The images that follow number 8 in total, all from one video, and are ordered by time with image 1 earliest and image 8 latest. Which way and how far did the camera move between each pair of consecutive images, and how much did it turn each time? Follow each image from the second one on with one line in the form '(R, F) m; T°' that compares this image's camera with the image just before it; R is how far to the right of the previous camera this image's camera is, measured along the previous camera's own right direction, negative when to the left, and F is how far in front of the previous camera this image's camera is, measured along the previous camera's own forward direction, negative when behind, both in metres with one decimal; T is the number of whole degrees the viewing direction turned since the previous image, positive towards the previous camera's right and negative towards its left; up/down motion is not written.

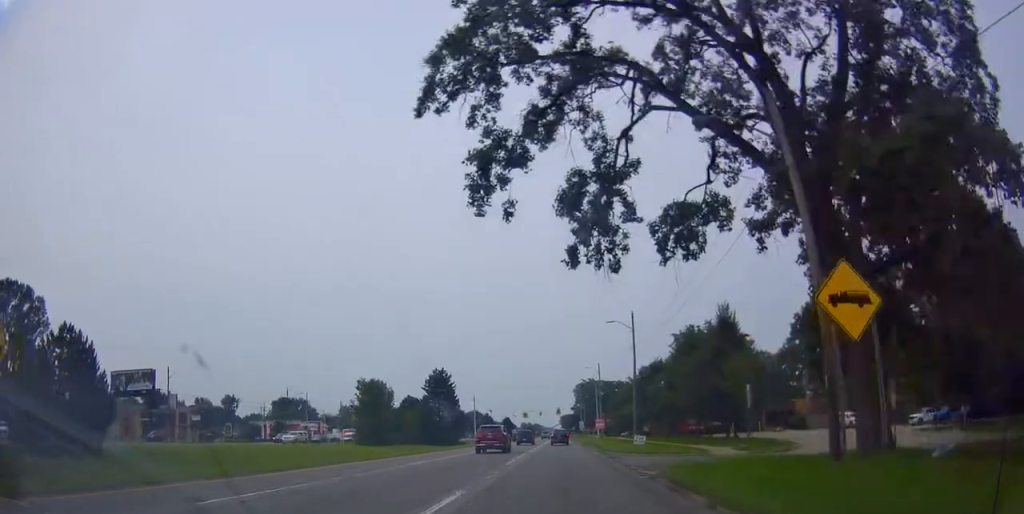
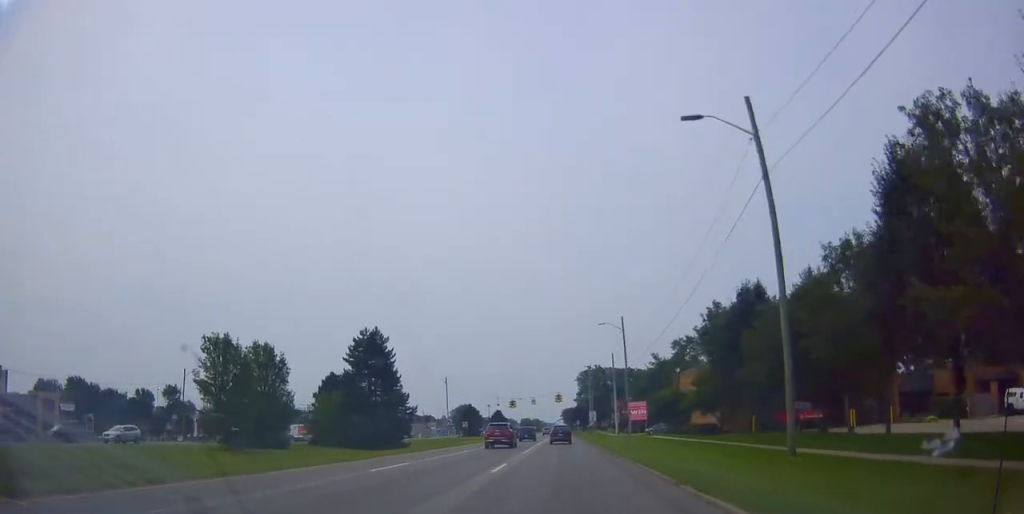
(0.0, +36.6) m; 0°
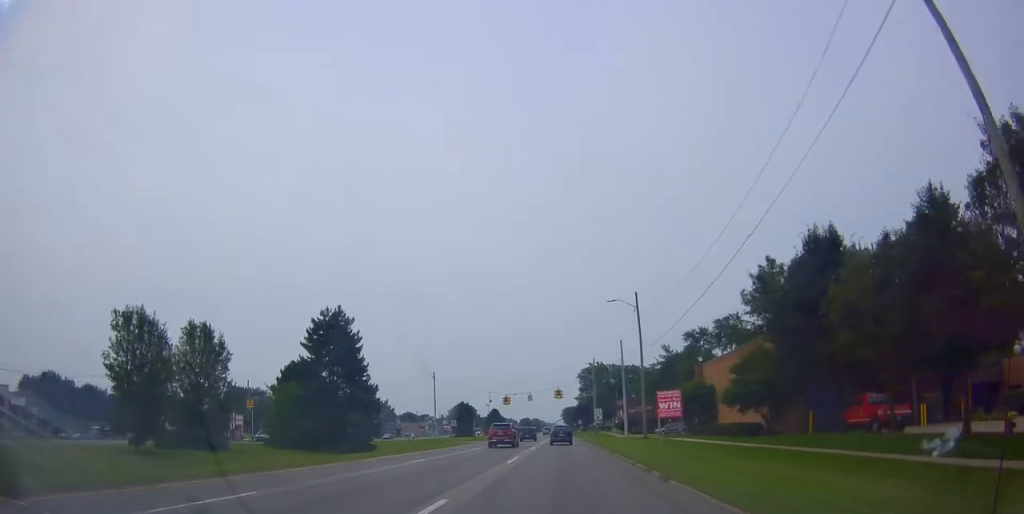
(0.0, +11.3) m; 0°
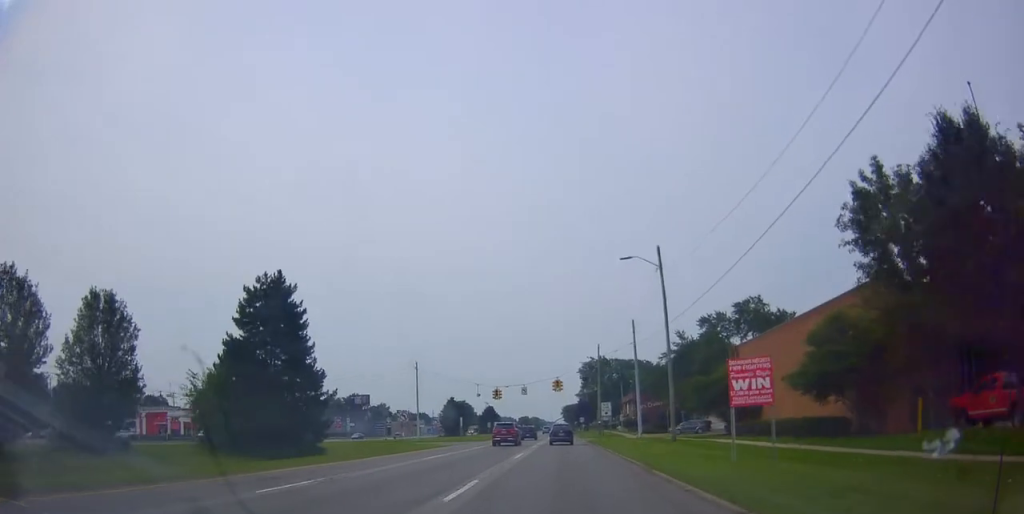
(0.0, +12.6) m; 0°
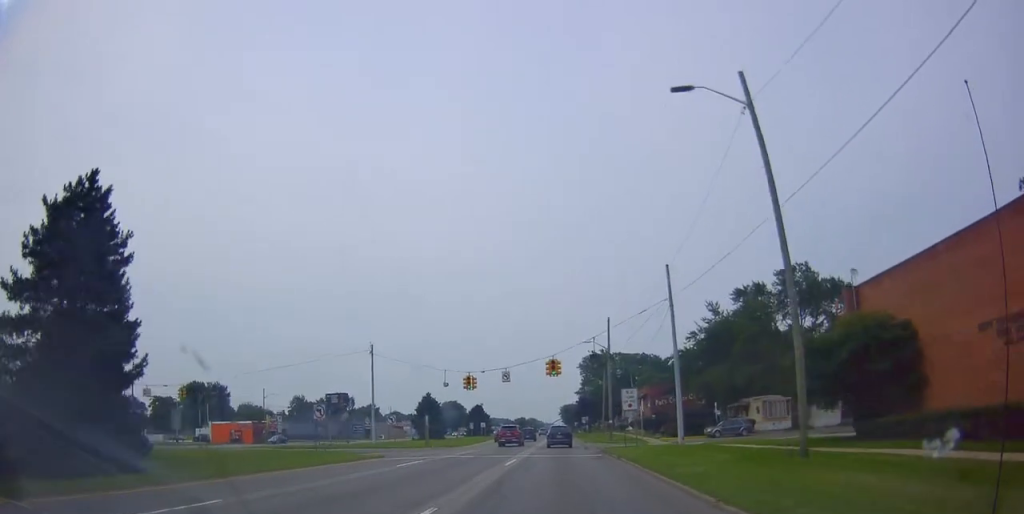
(0.0, +21.9) m; 0°
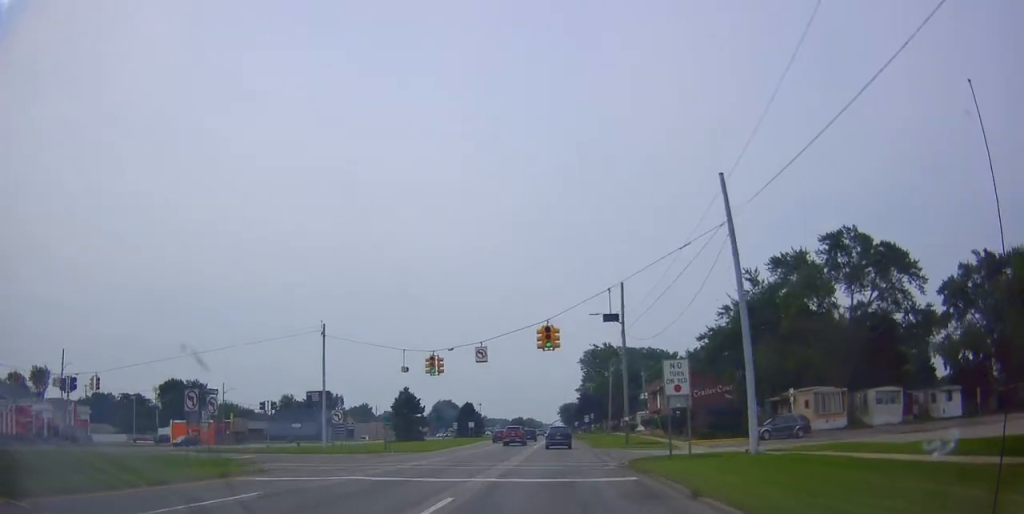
(0.0, +15.3) m; -1°
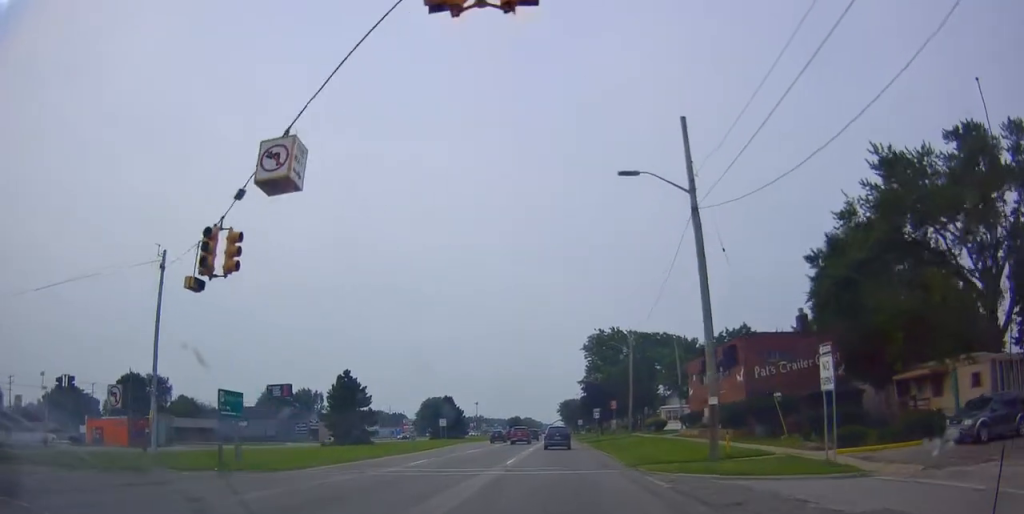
(-0.8, +26.1) m; -3°
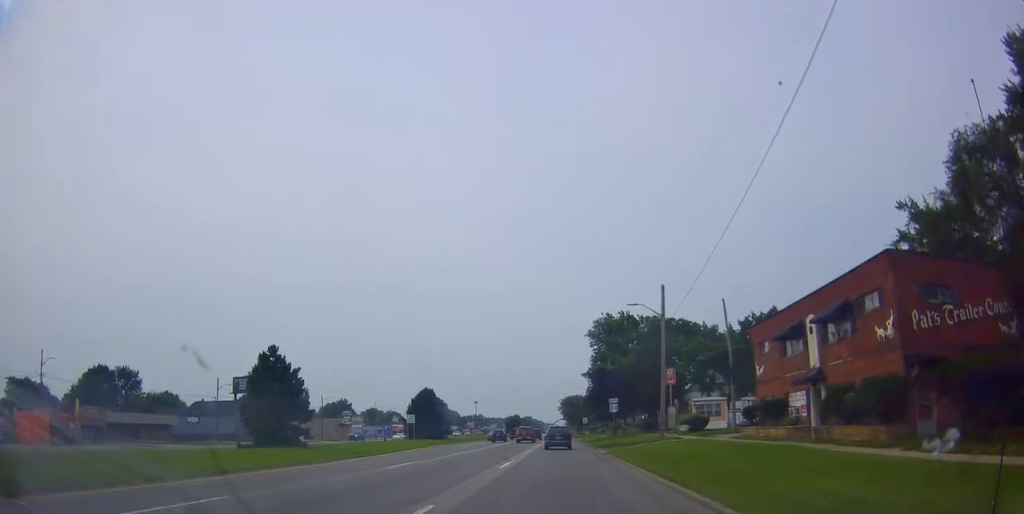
(0.0, +18.2) m; +2°
